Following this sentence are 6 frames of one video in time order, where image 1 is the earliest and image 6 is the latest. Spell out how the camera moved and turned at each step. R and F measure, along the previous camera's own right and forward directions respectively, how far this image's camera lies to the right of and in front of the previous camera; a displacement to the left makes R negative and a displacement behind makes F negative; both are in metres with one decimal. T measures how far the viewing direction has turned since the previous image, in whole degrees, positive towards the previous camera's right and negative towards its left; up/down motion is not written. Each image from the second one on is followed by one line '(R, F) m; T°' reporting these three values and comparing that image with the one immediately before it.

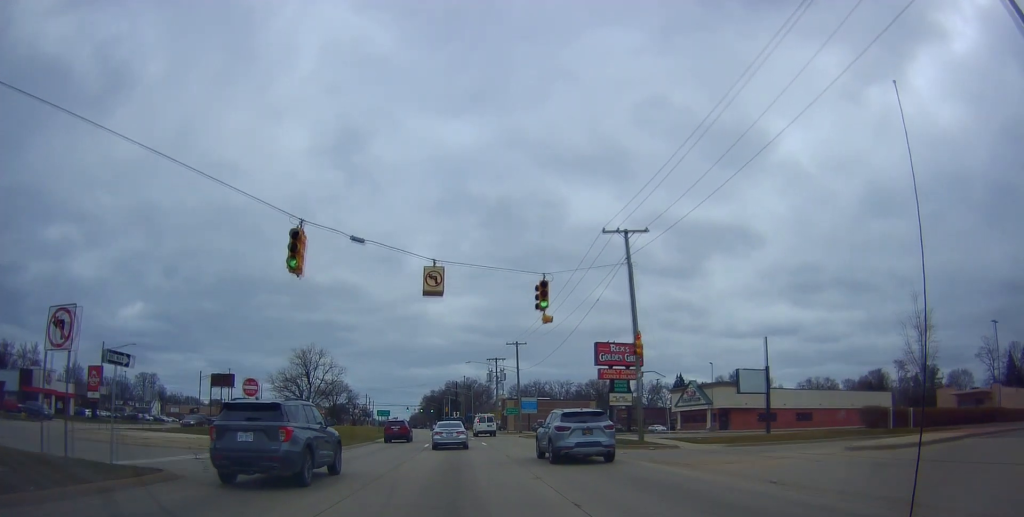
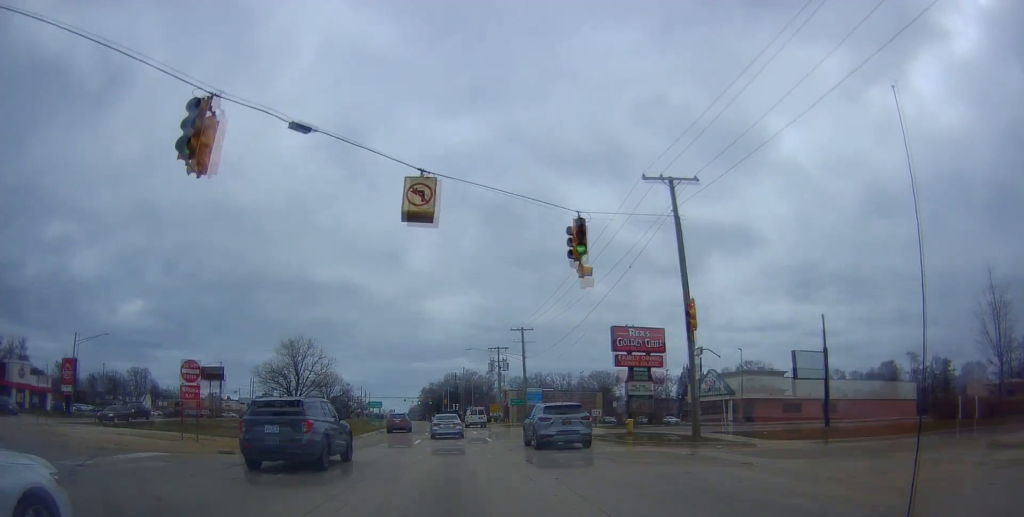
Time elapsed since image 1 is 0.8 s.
(0.0, +6.1) m; 0°
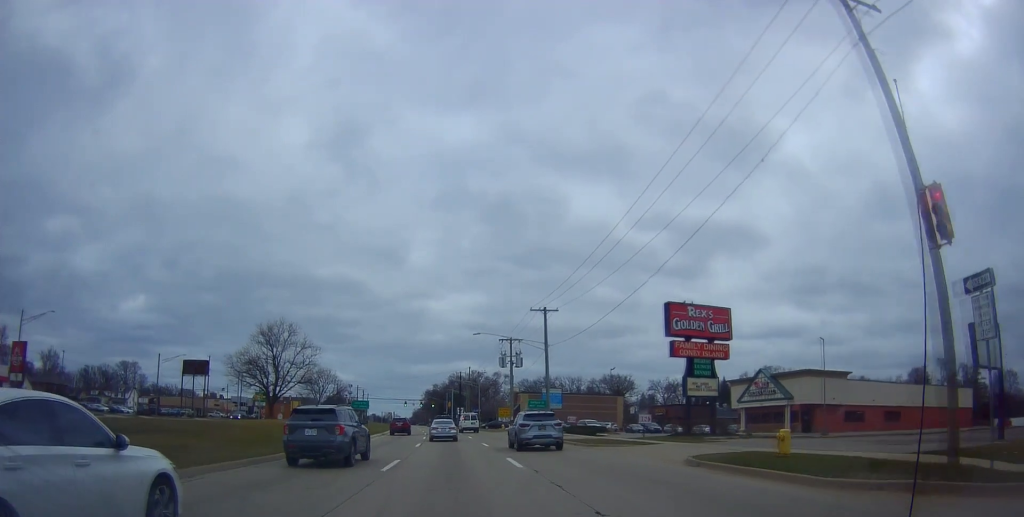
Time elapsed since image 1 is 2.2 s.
(0.0, +11.5) m; +5°
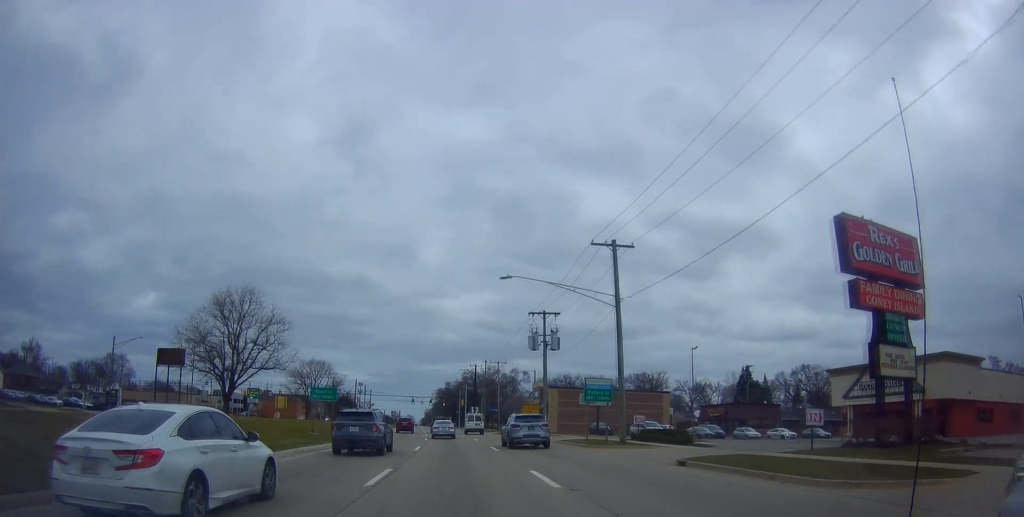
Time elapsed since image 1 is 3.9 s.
(+0.1, +17.9) m; -2°
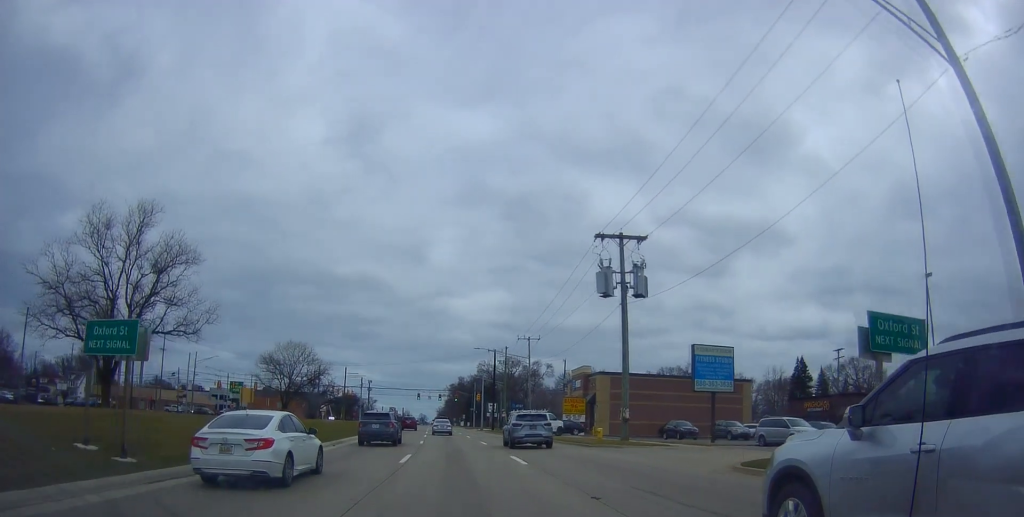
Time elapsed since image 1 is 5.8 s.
(-0.3, +22.8) m; 0°
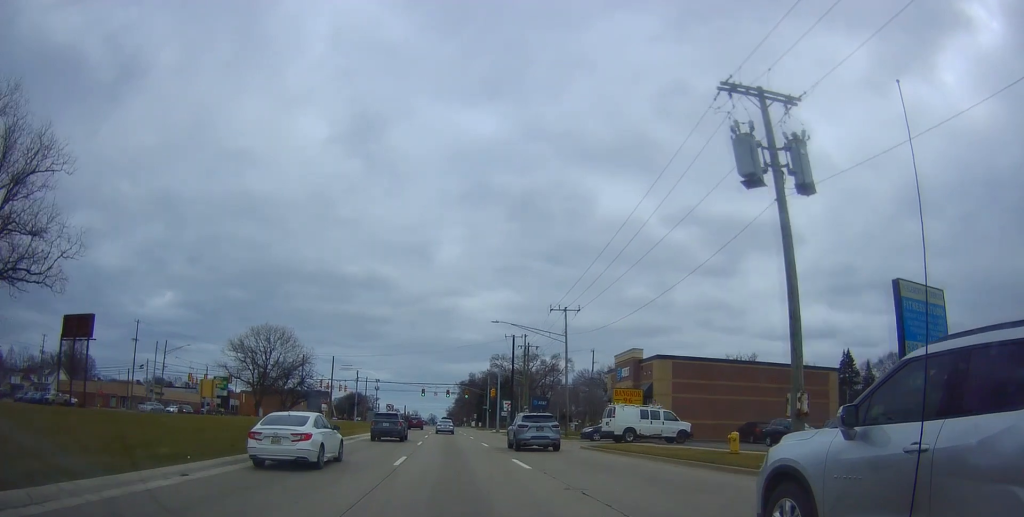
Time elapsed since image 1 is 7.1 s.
(+0.5, +16.1) m; +1°
